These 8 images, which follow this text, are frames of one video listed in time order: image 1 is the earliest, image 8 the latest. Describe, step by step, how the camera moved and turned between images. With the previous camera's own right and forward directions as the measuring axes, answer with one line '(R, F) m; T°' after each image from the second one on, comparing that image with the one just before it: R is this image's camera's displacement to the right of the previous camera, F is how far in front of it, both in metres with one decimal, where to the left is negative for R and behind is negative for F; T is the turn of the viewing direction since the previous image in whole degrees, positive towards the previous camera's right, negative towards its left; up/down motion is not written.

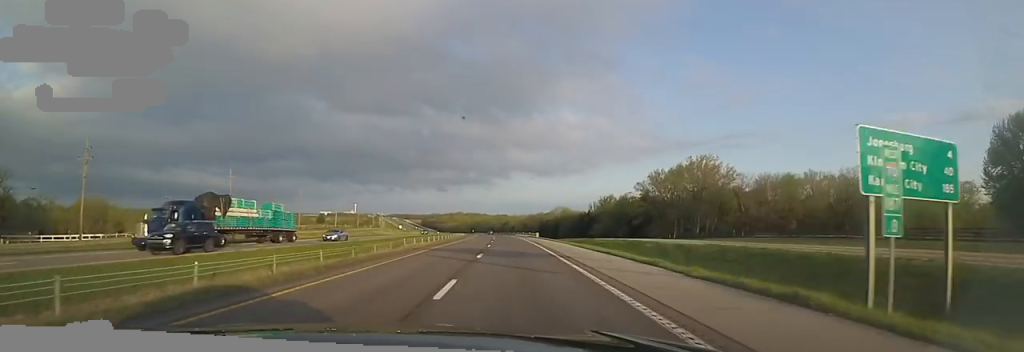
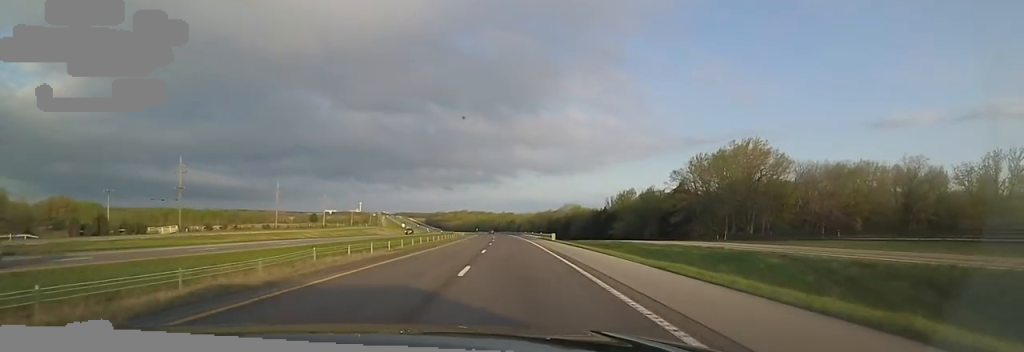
(-0.2, +20.4) m; 0°
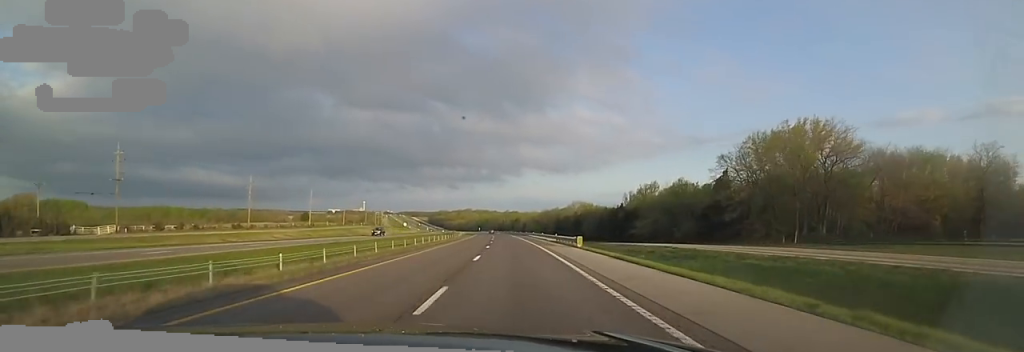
(0.0, +18.3) m; 0°
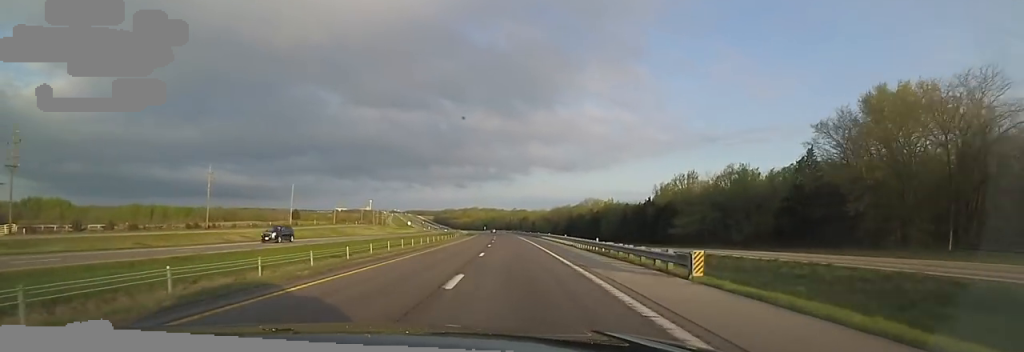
(+0.2, +21.7) m; 0°
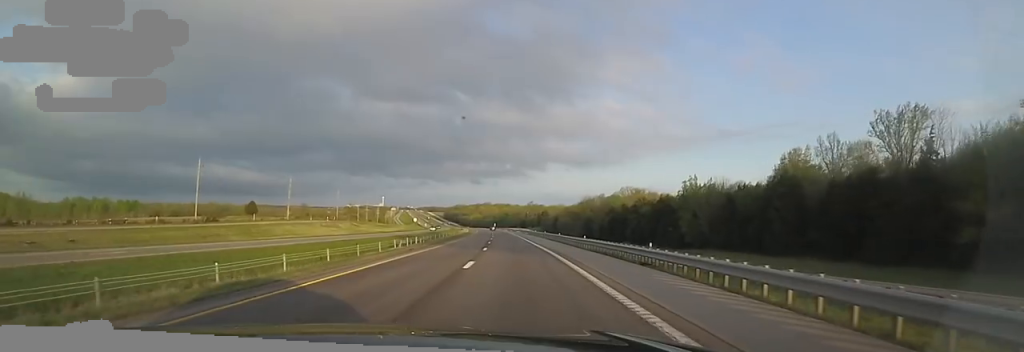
(-0.9, +57.7) m; -2°
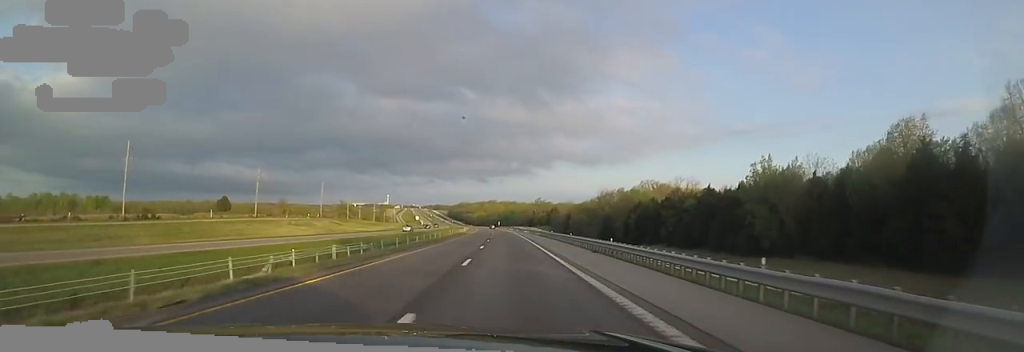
(-0.3, +23.9) m; -1°
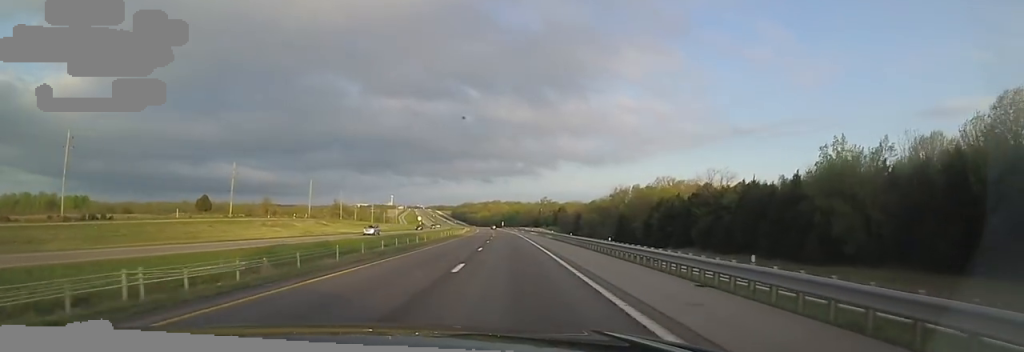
(-0.3, +14.6) m; -1°
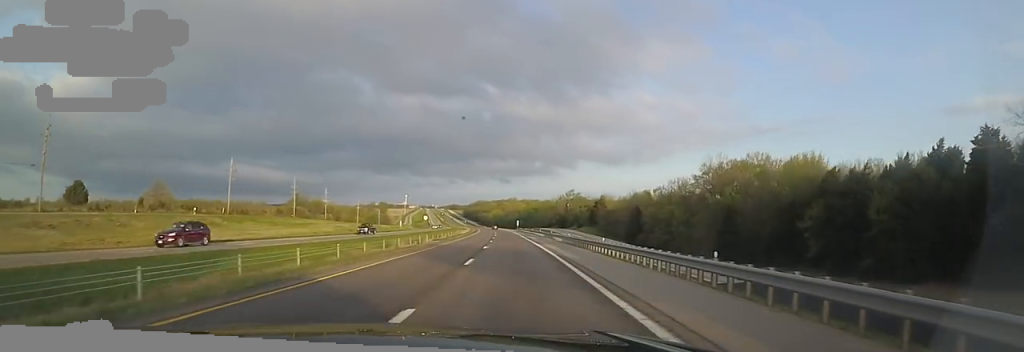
(-0.7, +57.5) m; -1°
